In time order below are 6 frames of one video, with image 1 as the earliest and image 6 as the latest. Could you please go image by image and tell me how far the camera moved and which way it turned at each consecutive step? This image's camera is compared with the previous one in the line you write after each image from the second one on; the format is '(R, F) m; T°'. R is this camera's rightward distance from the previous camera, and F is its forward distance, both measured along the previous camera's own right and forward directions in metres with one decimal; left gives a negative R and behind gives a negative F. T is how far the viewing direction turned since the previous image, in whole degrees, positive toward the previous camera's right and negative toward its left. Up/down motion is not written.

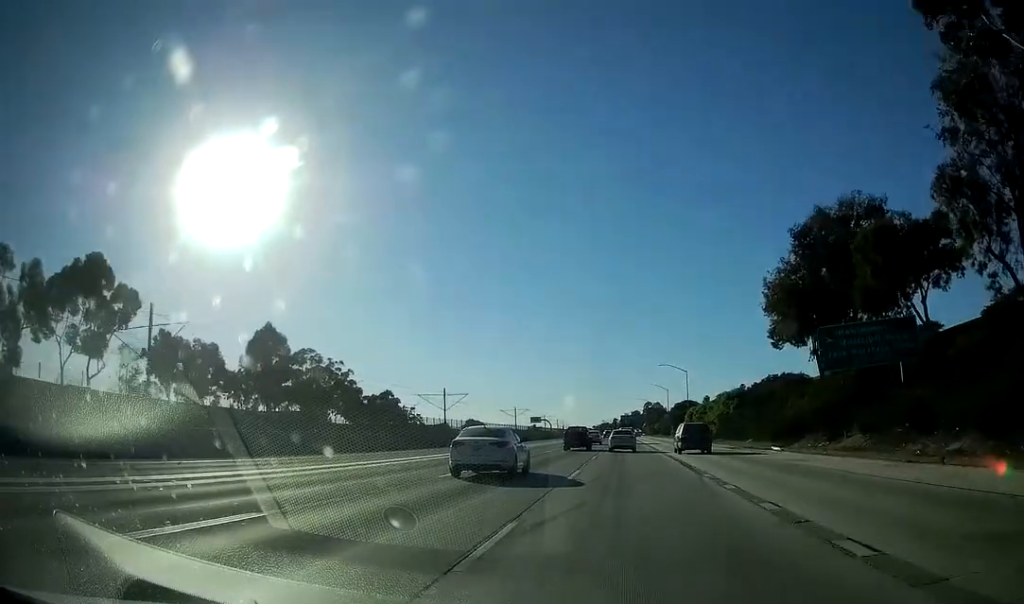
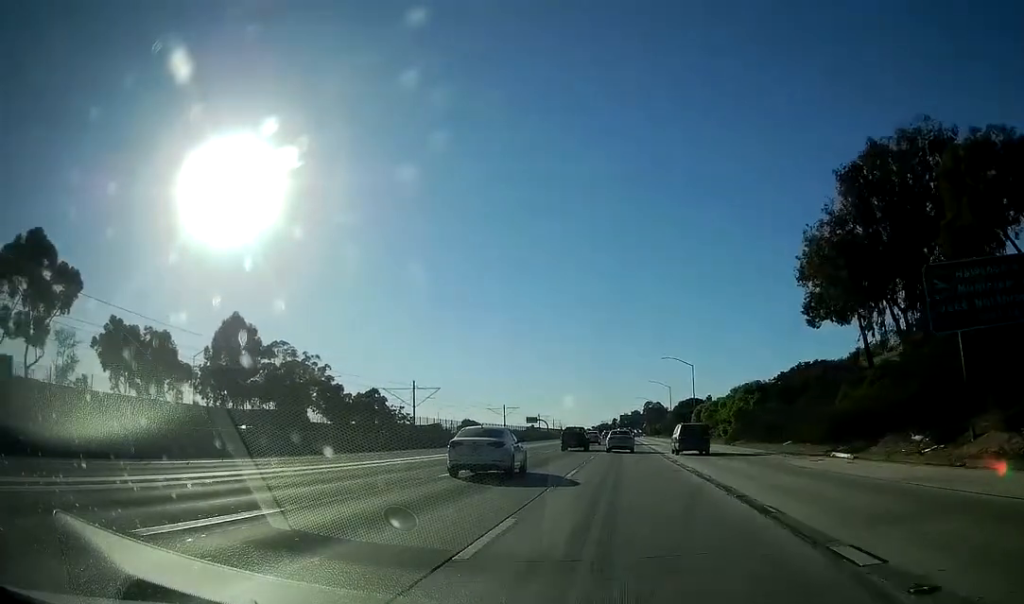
(0.0, +14.5) m; 0°
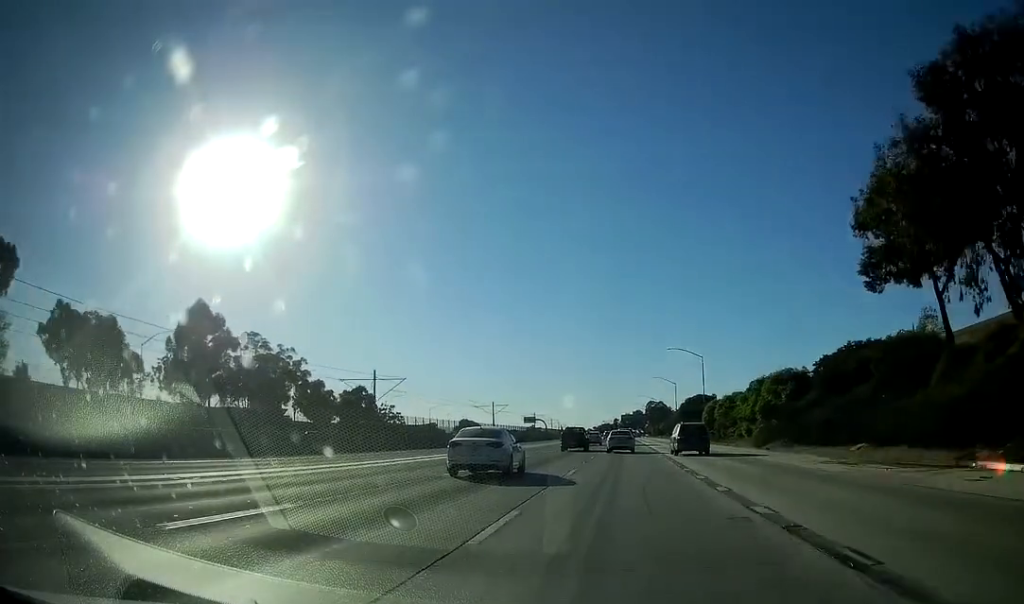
(+0.1, +13.4) m; 0°
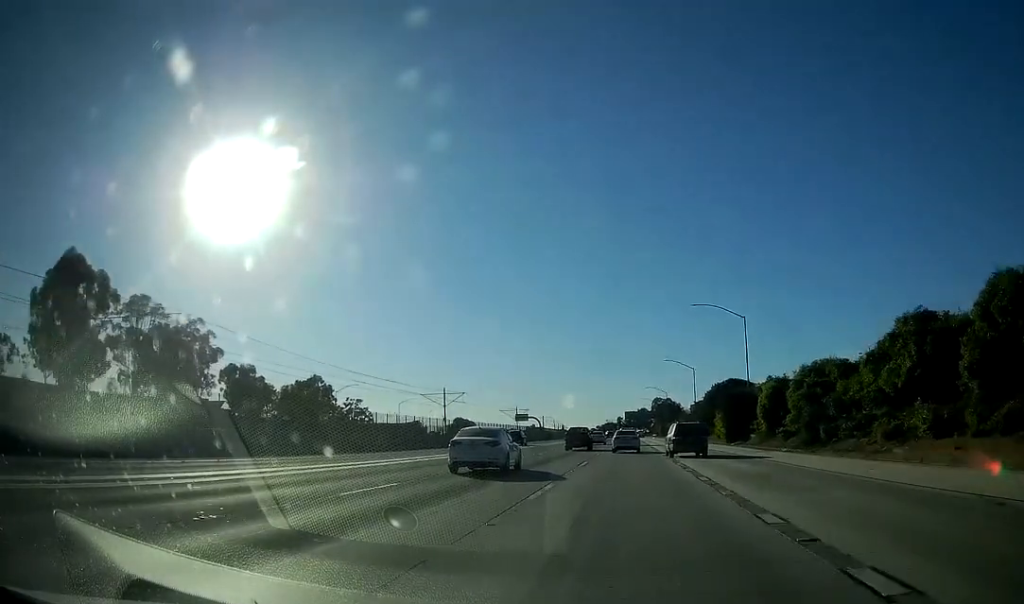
(-0.2, +38.6) m; 0°
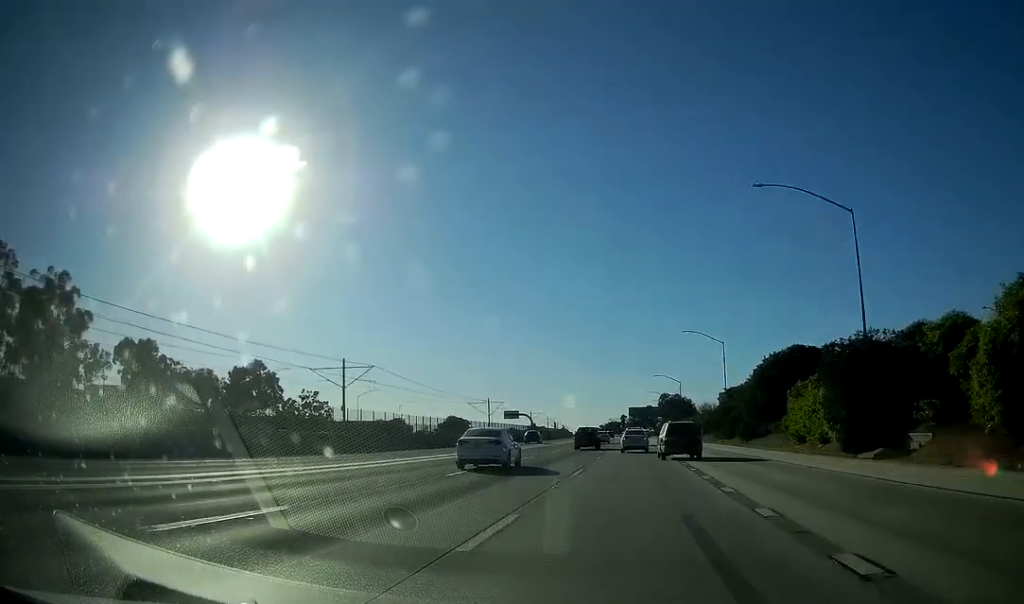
(+0.1, +35.8) m; 0°
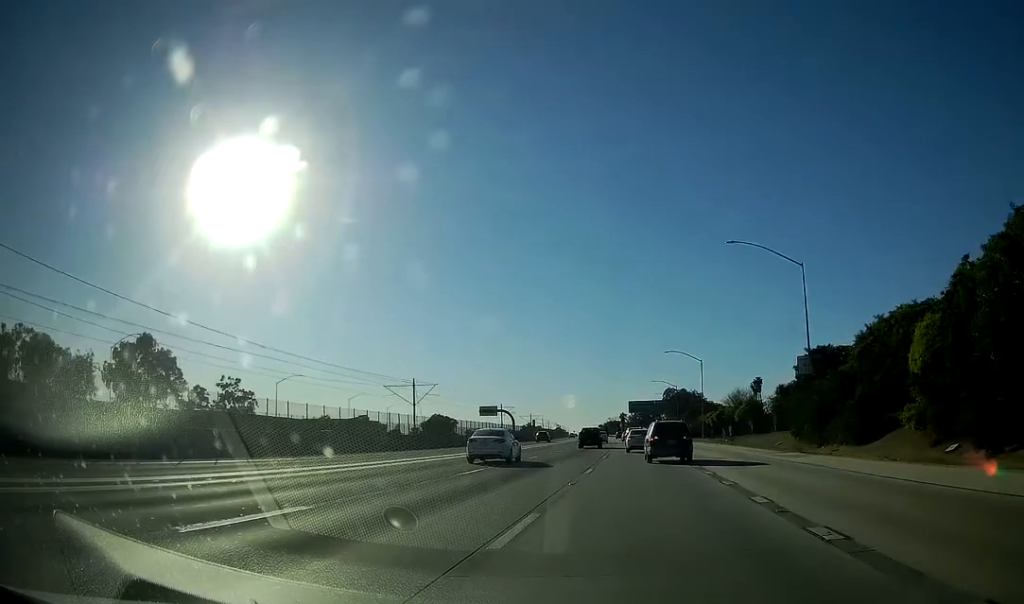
(-0.3, +42.7) m; -1°
